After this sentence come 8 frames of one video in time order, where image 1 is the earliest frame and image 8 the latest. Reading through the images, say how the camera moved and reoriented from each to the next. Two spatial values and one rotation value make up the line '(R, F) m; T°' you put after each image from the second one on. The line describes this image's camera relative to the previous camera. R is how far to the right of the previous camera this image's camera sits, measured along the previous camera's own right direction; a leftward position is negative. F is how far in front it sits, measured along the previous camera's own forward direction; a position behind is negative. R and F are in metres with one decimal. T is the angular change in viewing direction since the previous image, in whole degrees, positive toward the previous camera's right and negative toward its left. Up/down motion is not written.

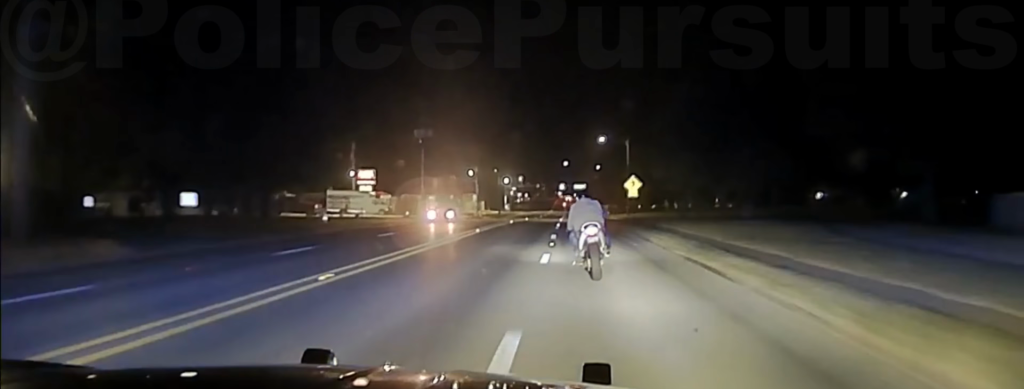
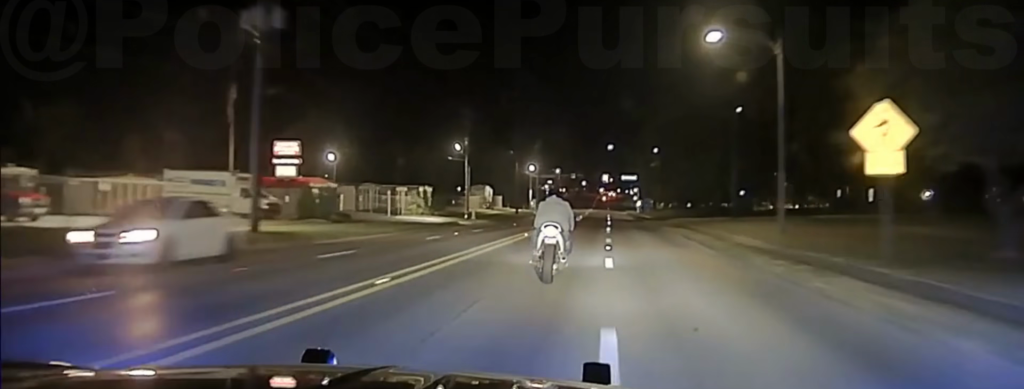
(-1.7, +50.2) m; -2°
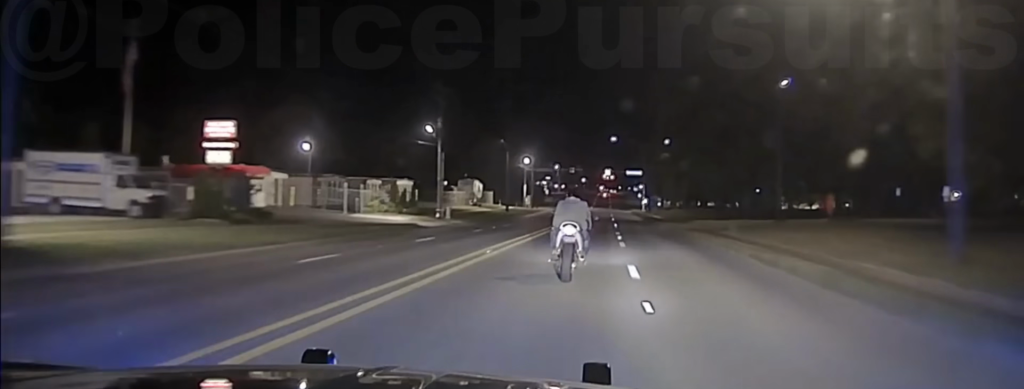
(+0.1, +15.2) m; 0°
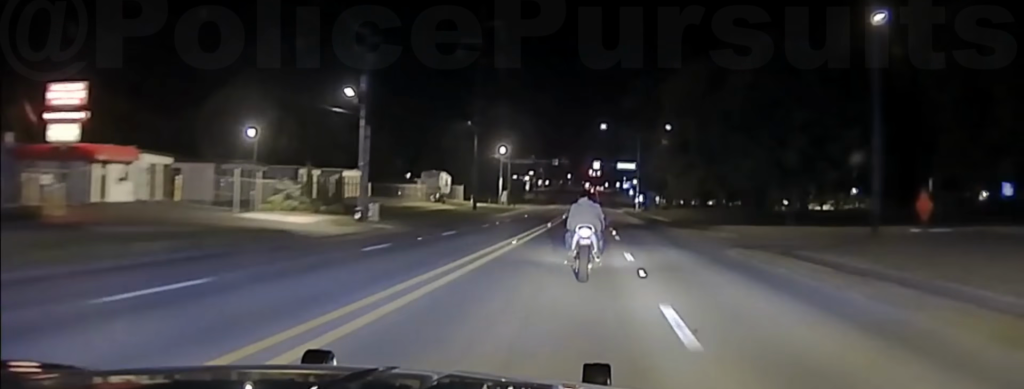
(0.0, +18.7) m; 0°
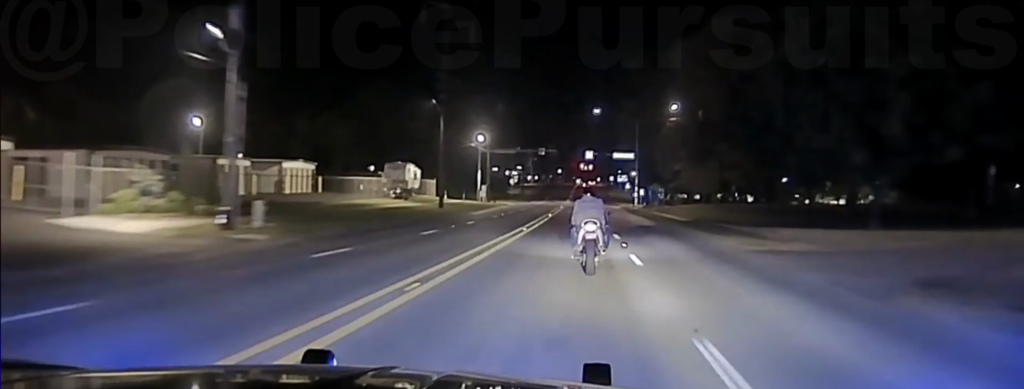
(0.0, +15.7) m; +1°
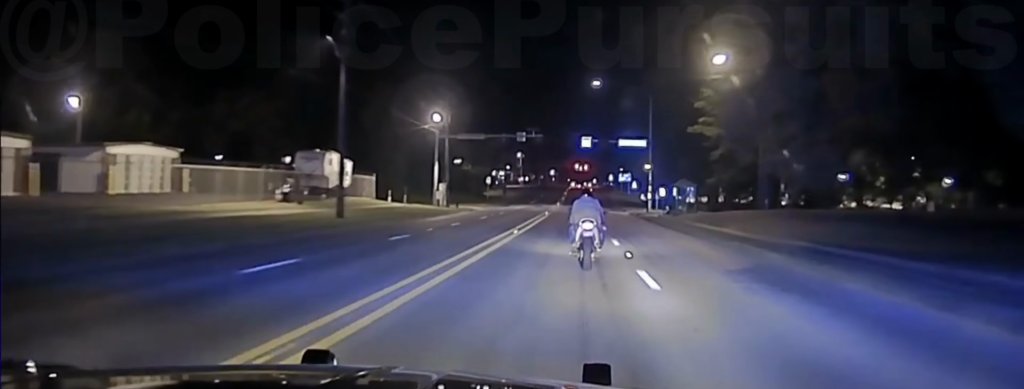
(+0.3, +27.1) m; +1°
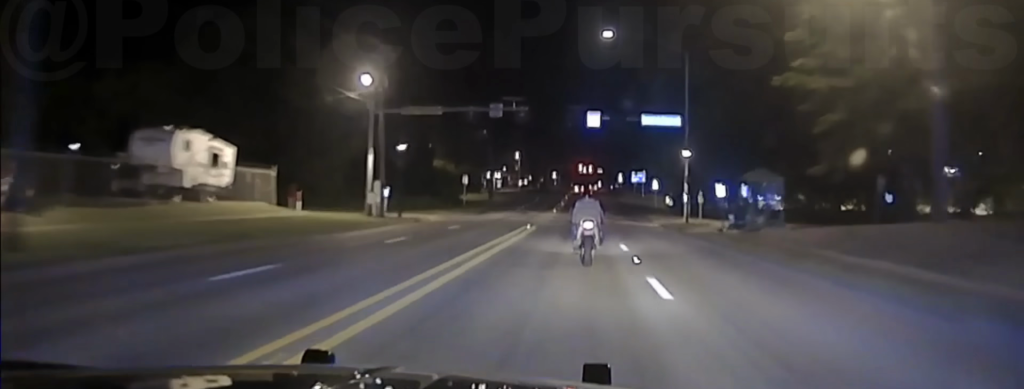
(0.0, +23.6) m; 0°
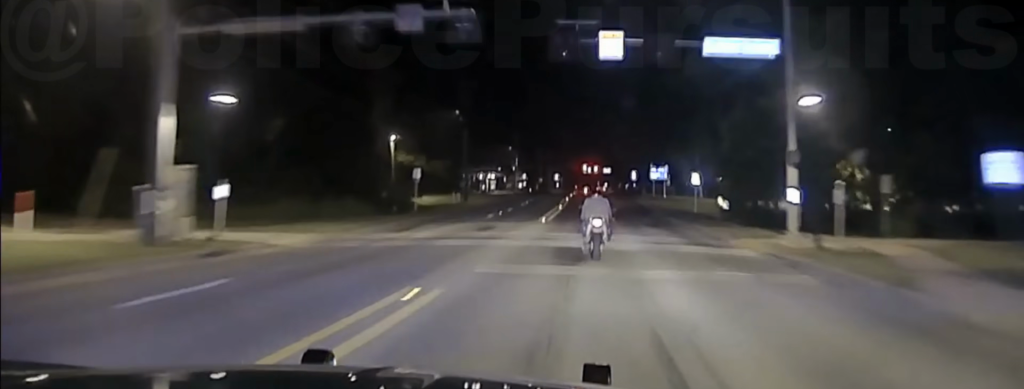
(-0.2, +23.9) m; 0°
